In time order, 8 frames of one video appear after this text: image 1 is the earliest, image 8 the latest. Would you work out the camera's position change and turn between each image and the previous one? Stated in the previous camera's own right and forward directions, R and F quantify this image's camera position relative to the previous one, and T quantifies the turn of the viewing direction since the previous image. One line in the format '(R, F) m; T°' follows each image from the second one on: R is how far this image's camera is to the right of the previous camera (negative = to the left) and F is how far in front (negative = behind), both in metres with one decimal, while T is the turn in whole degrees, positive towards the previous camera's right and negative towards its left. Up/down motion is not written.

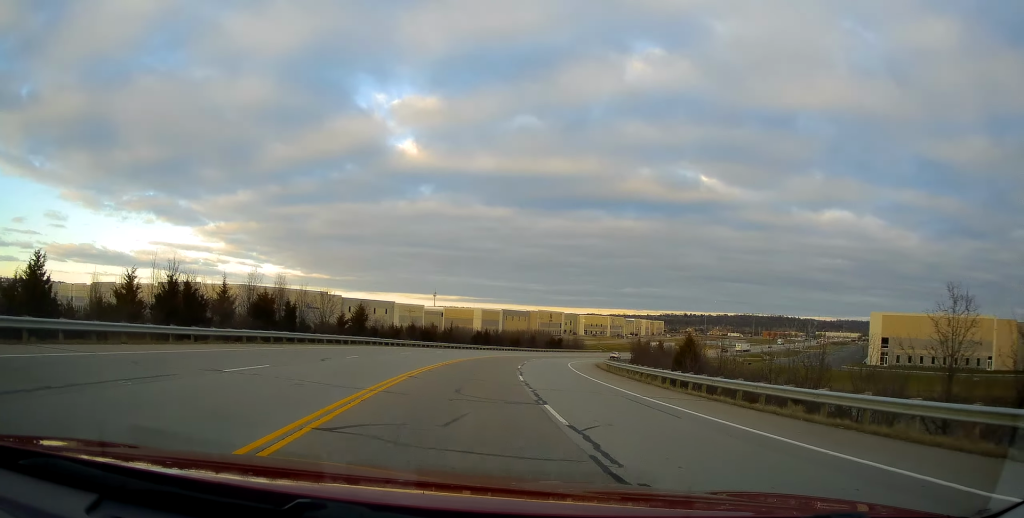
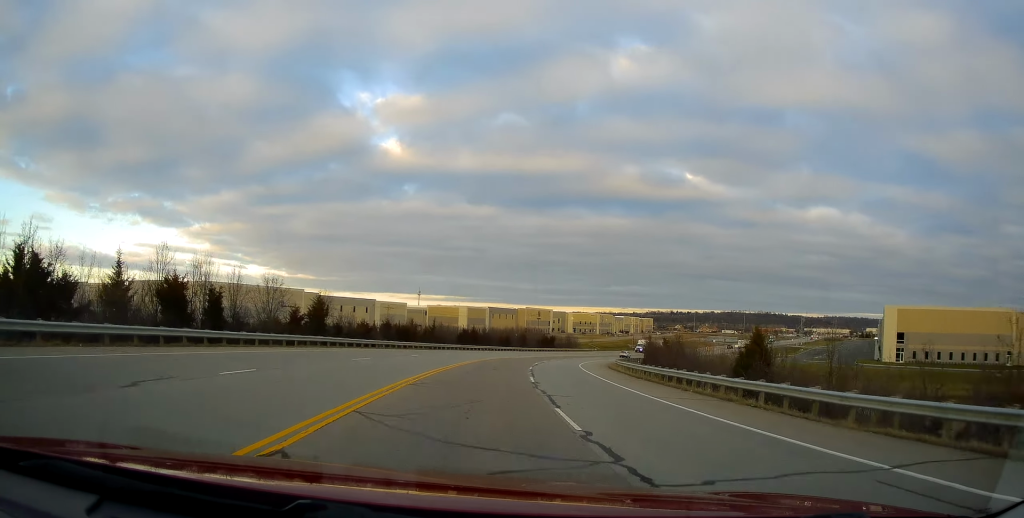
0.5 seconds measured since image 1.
(-0.2, +12.7) m; +2°
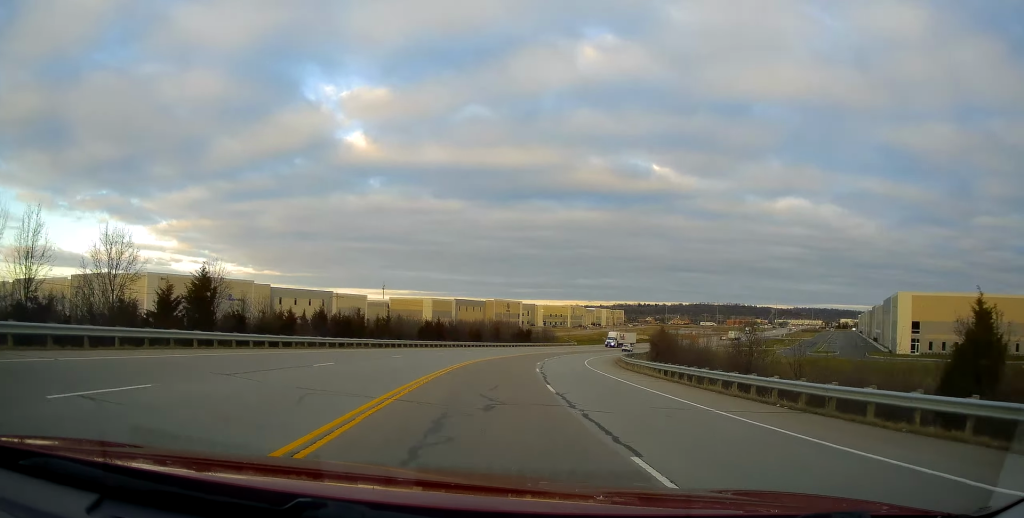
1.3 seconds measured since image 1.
(+0.9, +18.3) m; +3°
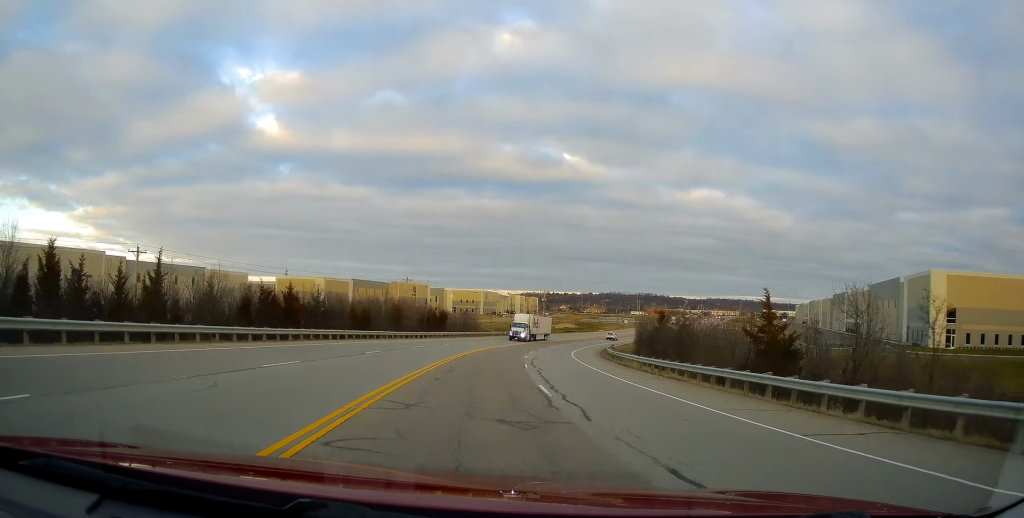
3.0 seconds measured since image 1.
(+2.1, +39.5) m; +8°
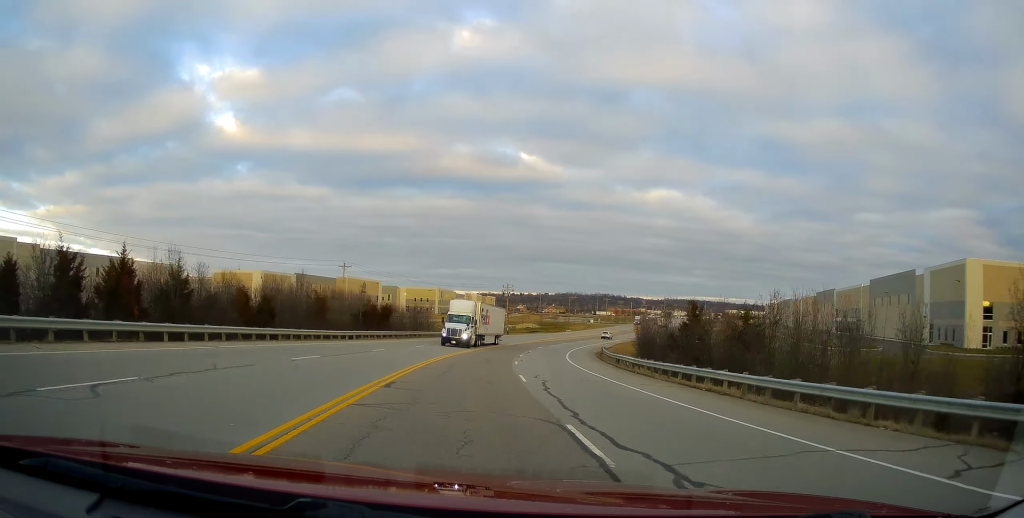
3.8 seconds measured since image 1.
(+1.0, +20.3) m; +5°
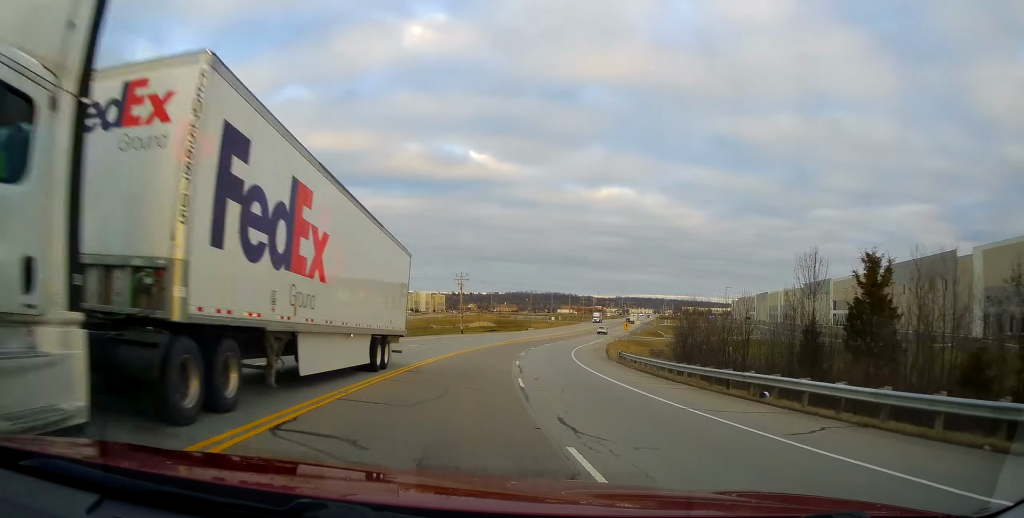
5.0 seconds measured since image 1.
(+1.0, +26.2) m; +4°
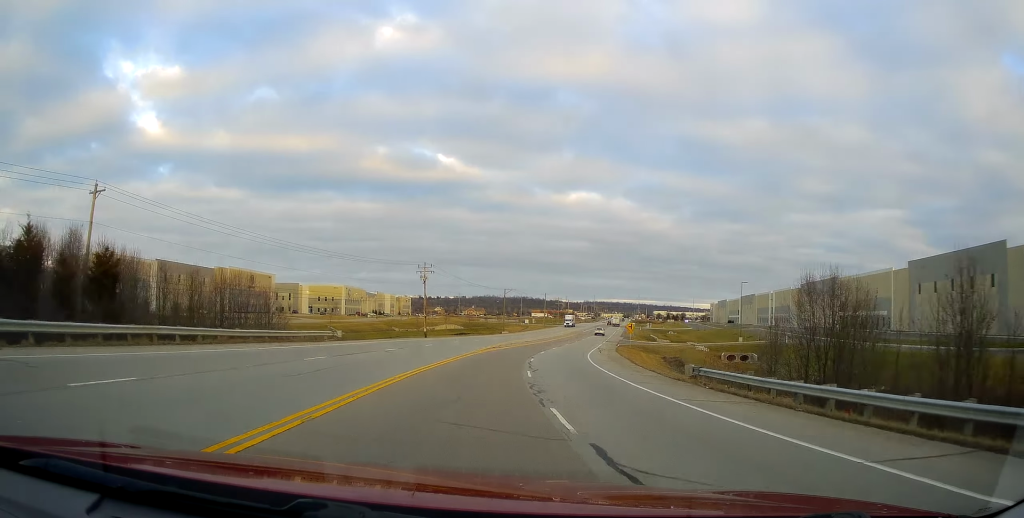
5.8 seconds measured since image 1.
(+0.3, +20.0) m; +4°
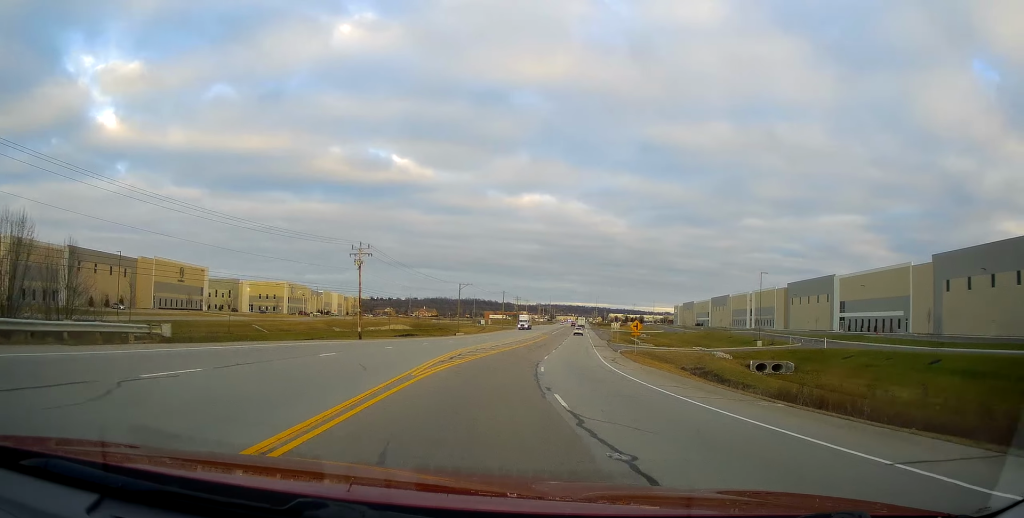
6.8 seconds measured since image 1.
(+1.2, +21.4) m; +5°
